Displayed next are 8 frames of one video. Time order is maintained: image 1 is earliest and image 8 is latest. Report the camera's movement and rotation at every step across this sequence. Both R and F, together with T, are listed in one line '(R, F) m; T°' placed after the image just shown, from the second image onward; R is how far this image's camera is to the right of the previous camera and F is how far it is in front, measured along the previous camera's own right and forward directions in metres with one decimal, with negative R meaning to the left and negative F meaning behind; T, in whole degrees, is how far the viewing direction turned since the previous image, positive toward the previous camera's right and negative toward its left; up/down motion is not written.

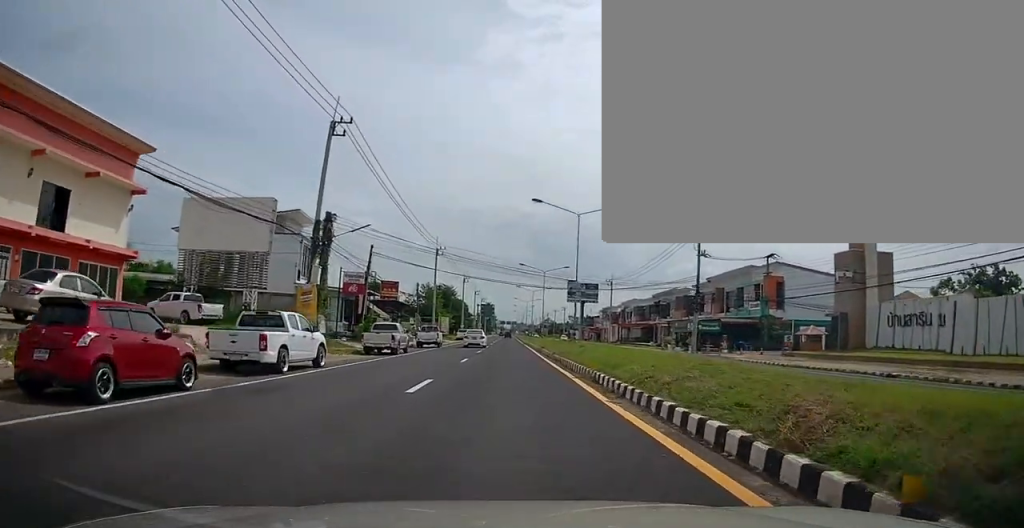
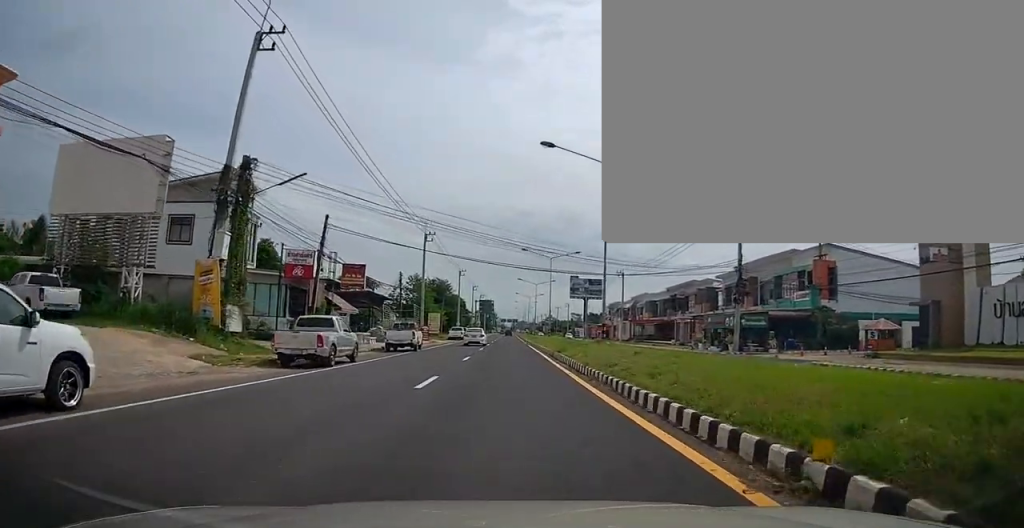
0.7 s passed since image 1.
(+0.5, +11.1) m; 0°
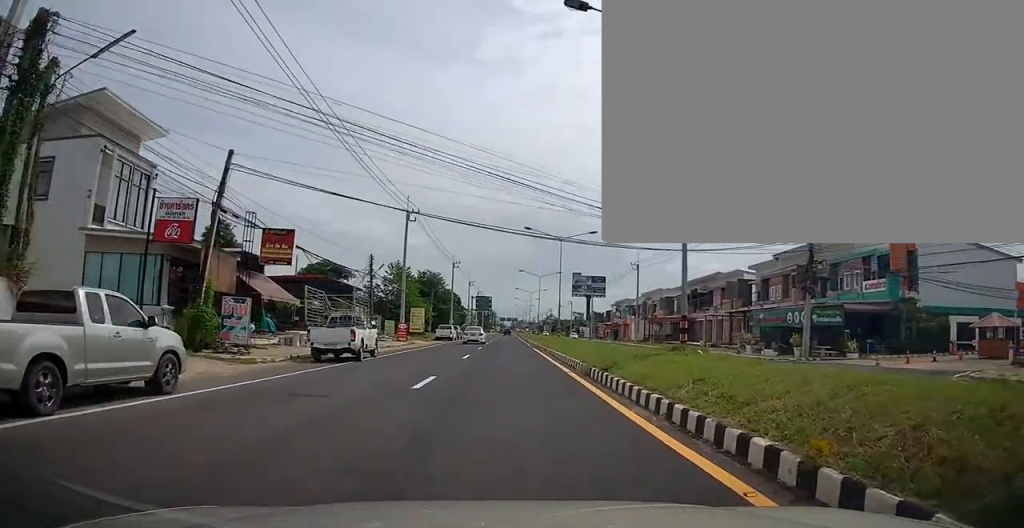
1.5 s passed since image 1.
(-0.3, +12.4) m; 0°
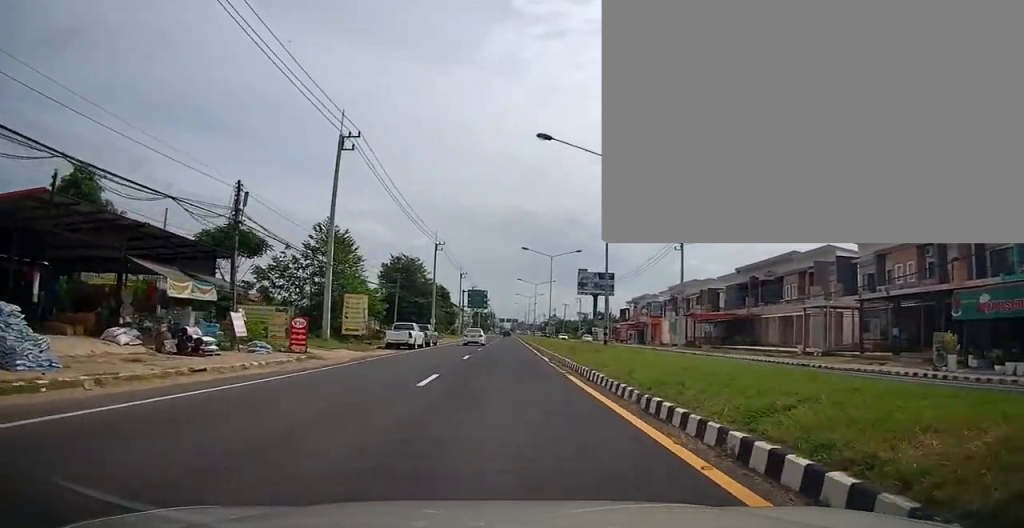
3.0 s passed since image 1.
(+0.2, +23.1) m; 0°
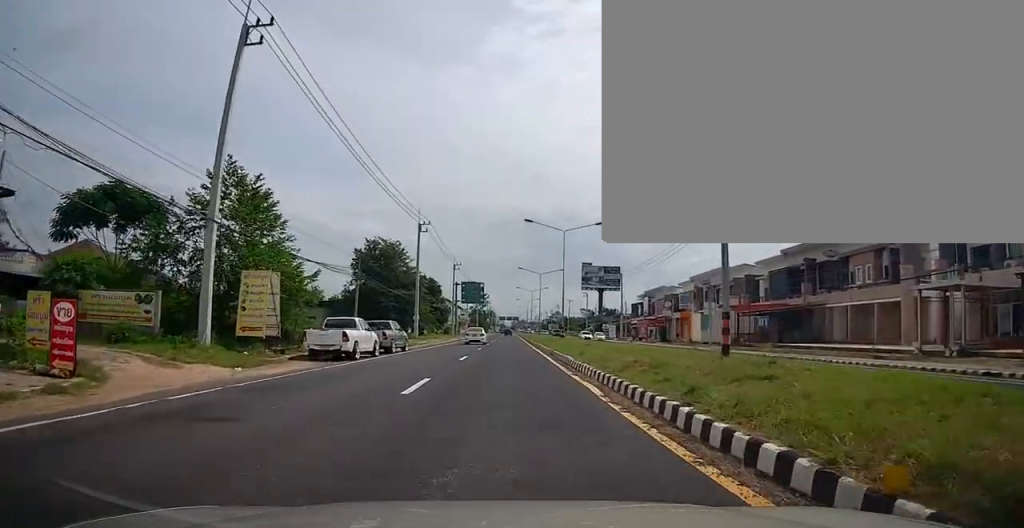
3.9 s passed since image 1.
(-0.6, +13.7) m; 0°
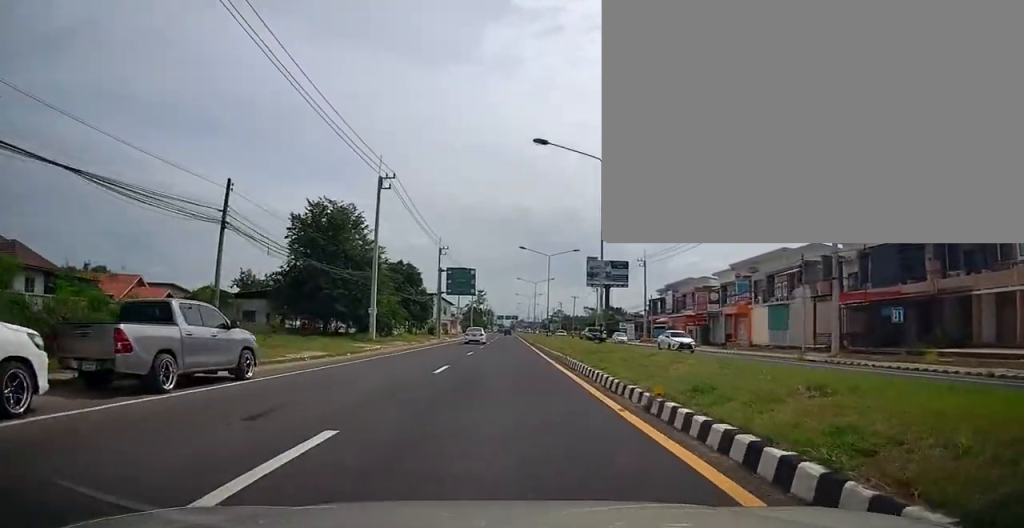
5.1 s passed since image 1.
(+0.5, +19.3) m; 0°
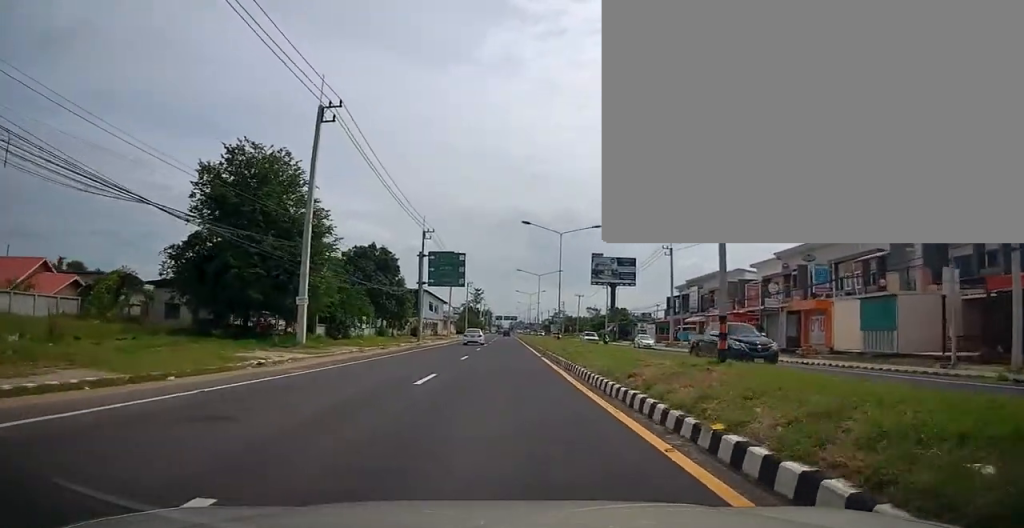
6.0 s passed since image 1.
(-0.5, +14.9) m; 0°
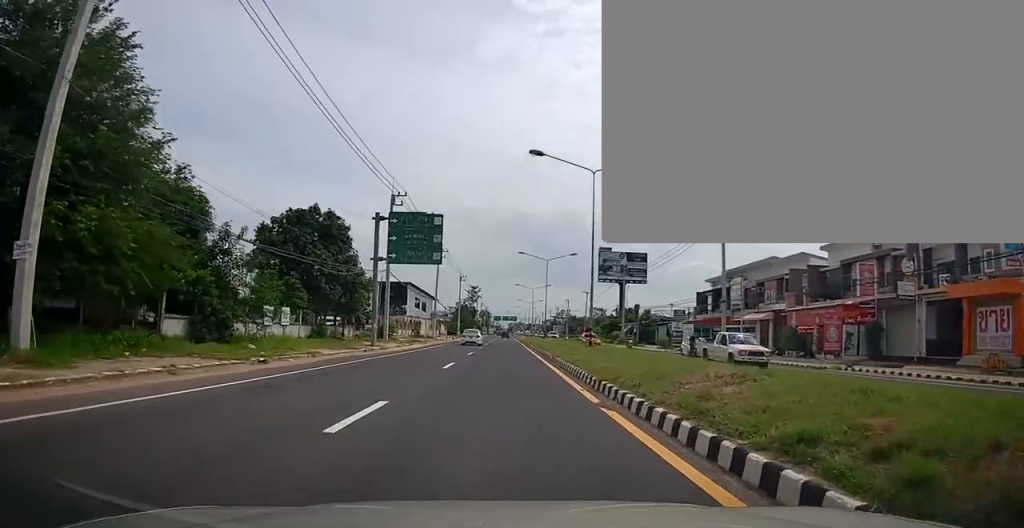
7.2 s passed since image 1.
(+0.5, +18.3) m; 0°
